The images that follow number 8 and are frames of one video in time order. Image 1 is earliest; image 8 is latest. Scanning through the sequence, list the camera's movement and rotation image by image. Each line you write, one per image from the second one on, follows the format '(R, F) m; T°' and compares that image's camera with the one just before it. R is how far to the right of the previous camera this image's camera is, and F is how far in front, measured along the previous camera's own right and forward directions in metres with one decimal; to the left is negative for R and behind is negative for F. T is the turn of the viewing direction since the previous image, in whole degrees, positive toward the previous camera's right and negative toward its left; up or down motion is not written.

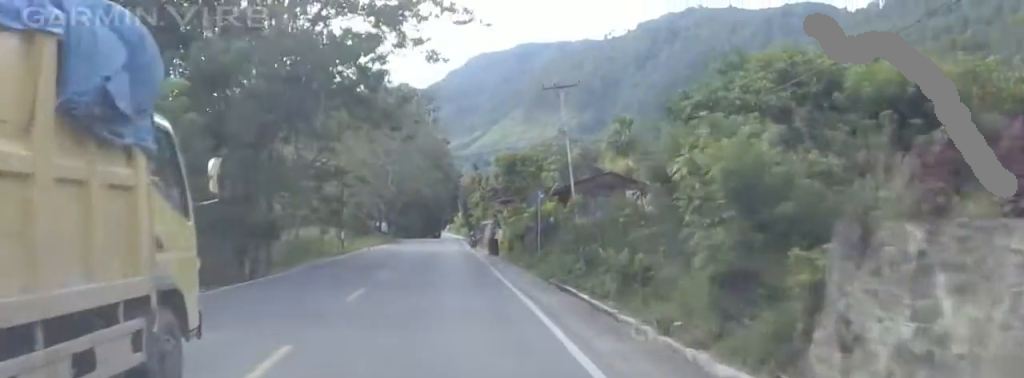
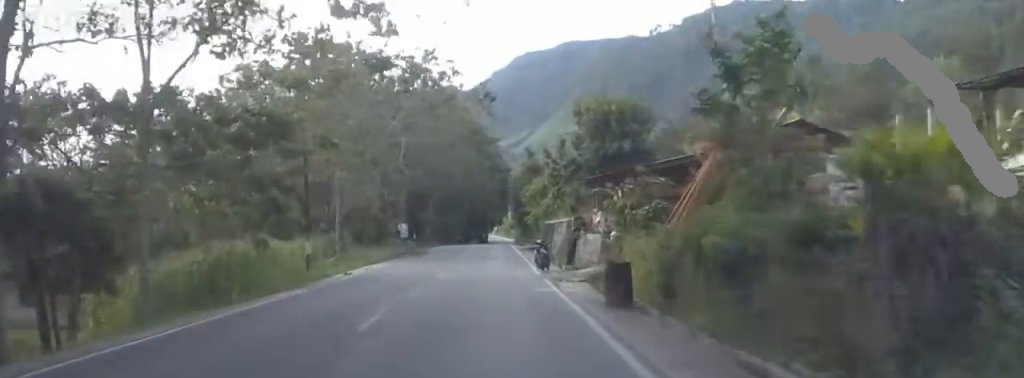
(-1.8, +25.8) m; -4°
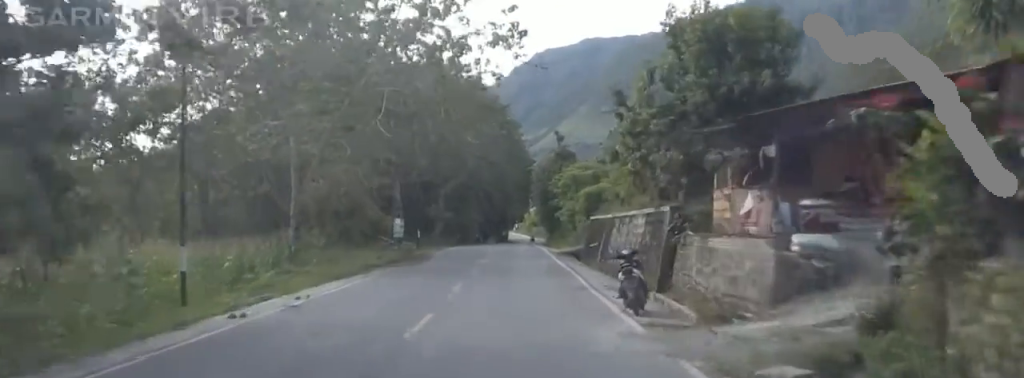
(+0.6, +15.5) m; 0°
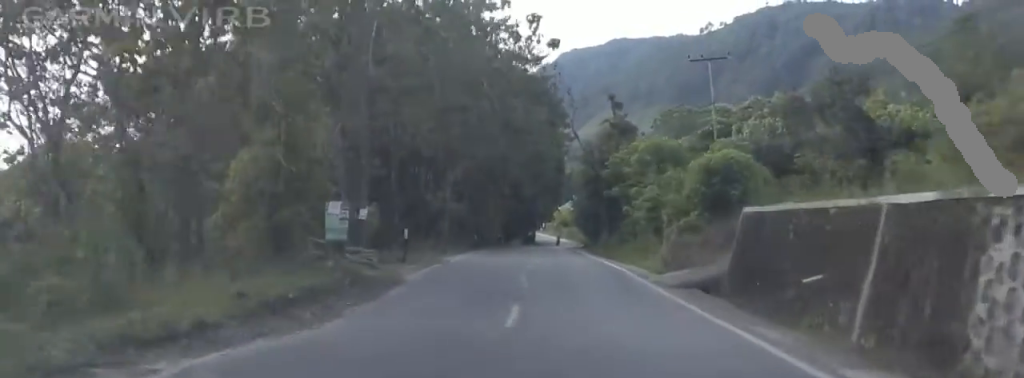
(+0.6, +24.2) m; +1°
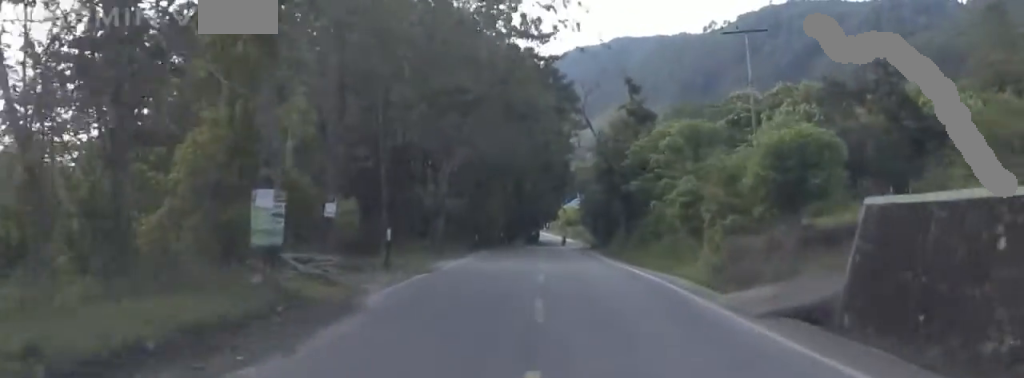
(-0.5, +7.1) m; 0°
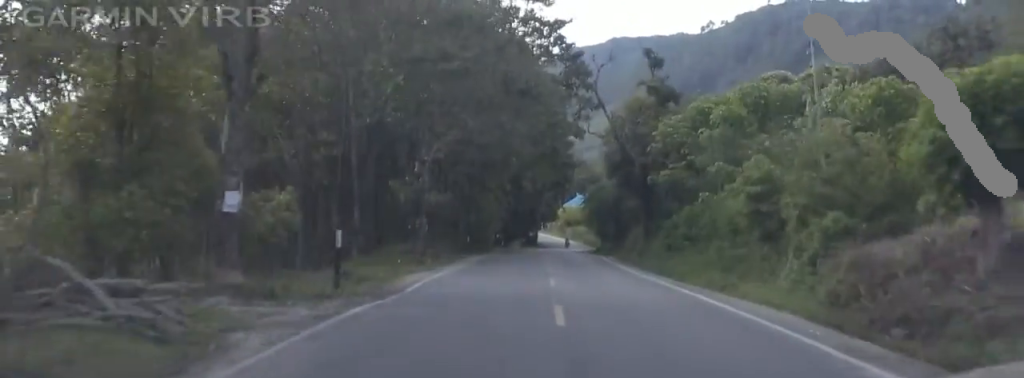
(-0.7, +9.5) m; -1°
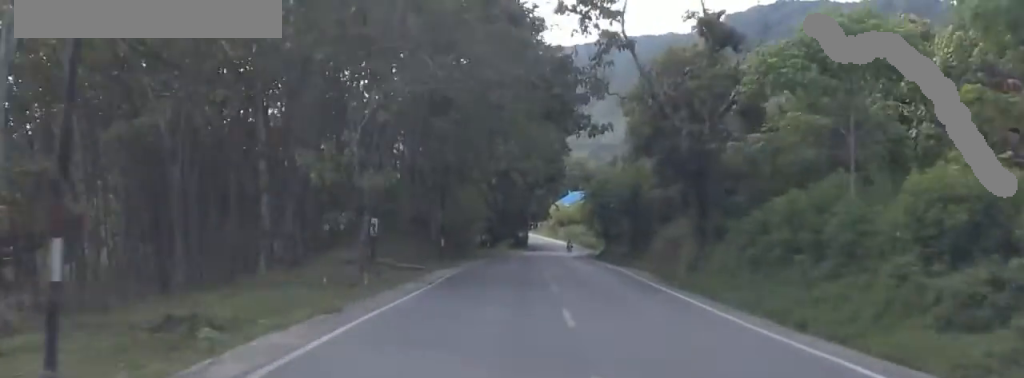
(+1.0, +15.2) m; 0°
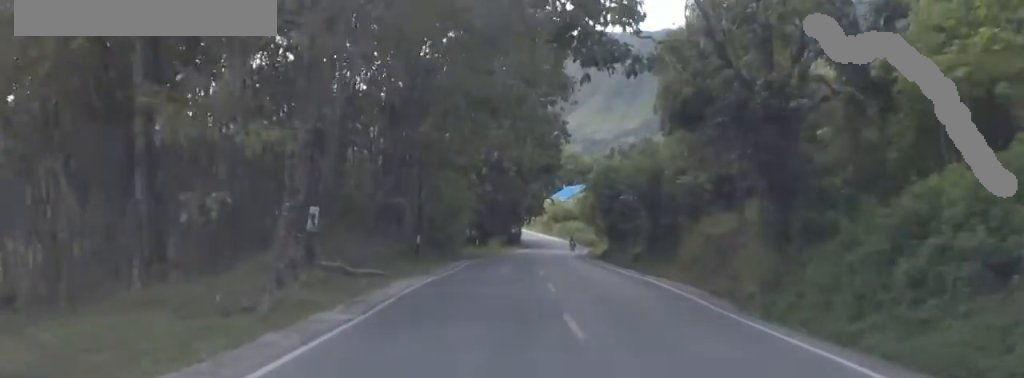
(-0.8, +10.1) m; +1°
